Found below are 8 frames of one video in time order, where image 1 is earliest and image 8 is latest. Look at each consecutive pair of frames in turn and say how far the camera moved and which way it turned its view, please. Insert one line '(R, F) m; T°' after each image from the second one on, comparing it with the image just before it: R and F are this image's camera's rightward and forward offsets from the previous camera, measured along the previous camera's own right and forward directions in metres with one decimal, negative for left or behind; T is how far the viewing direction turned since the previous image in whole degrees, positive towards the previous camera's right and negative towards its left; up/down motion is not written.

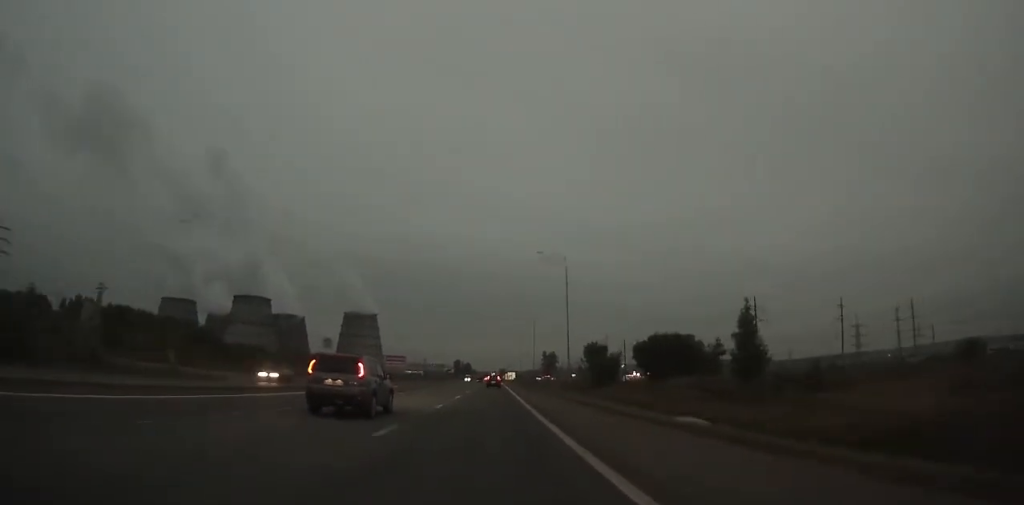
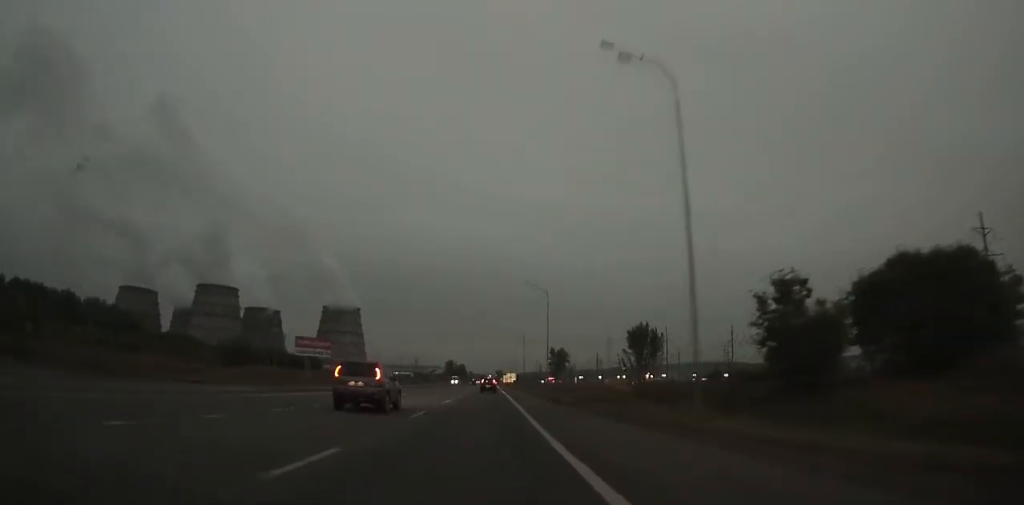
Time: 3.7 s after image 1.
(+0.1, +78.0) m; 0°
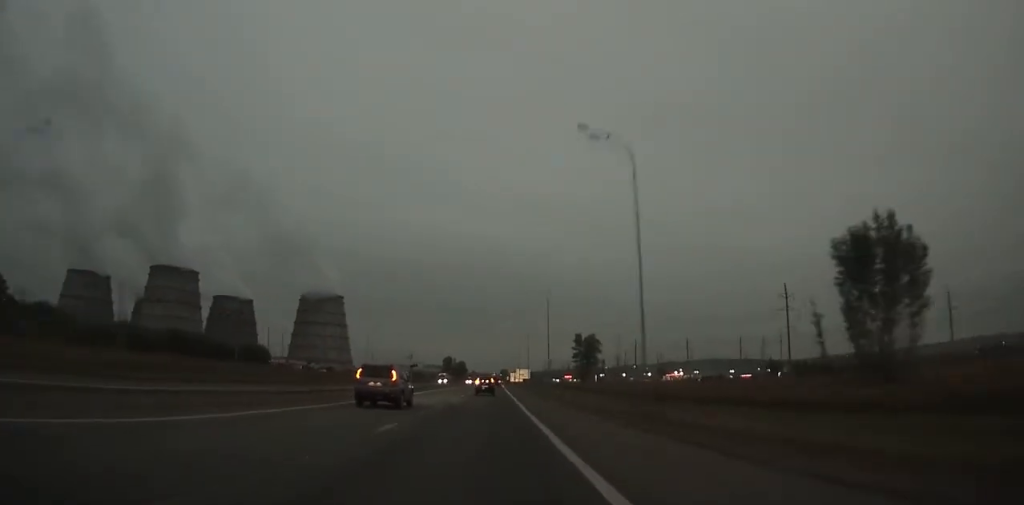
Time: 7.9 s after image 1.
(0.0, +87.1) m; 0°
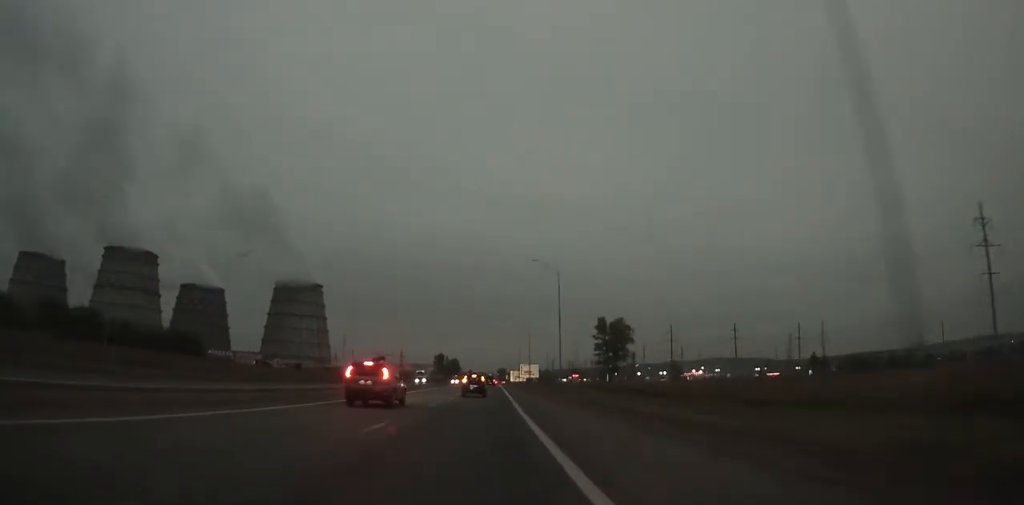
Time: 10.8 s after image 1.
(-0.1, +57.6) m; 0°
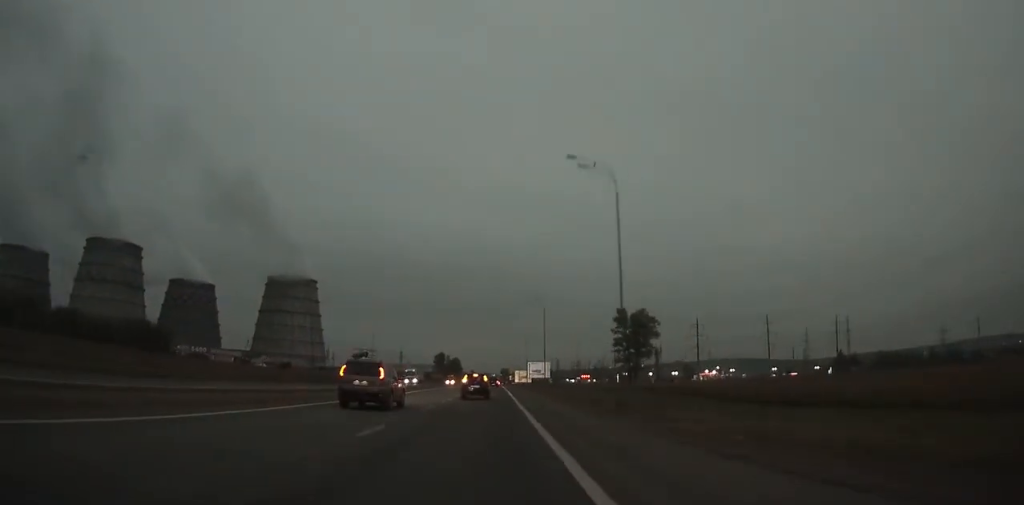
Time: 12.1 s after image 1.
(0.0, +24.6) m; 0°
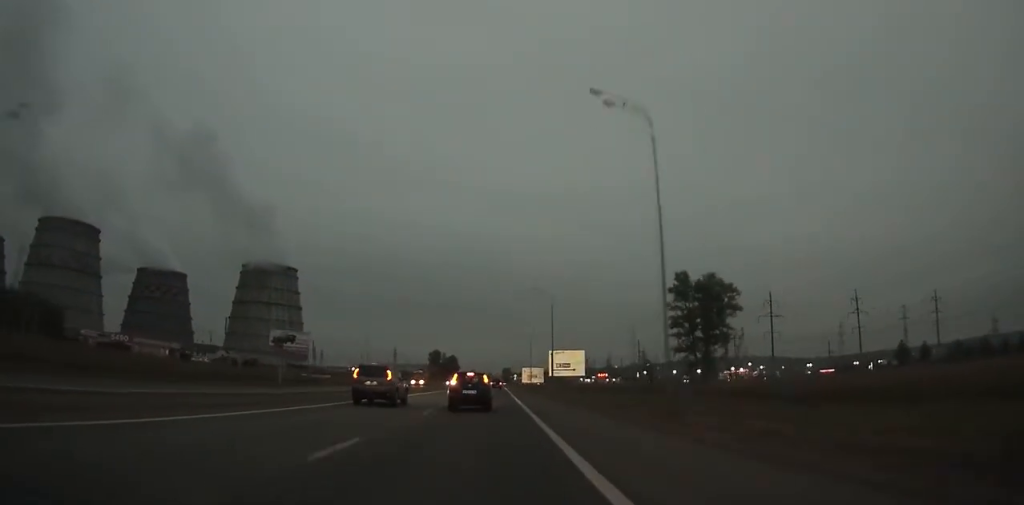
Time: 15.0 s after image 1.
(-0.1, +51.7) m; 0°
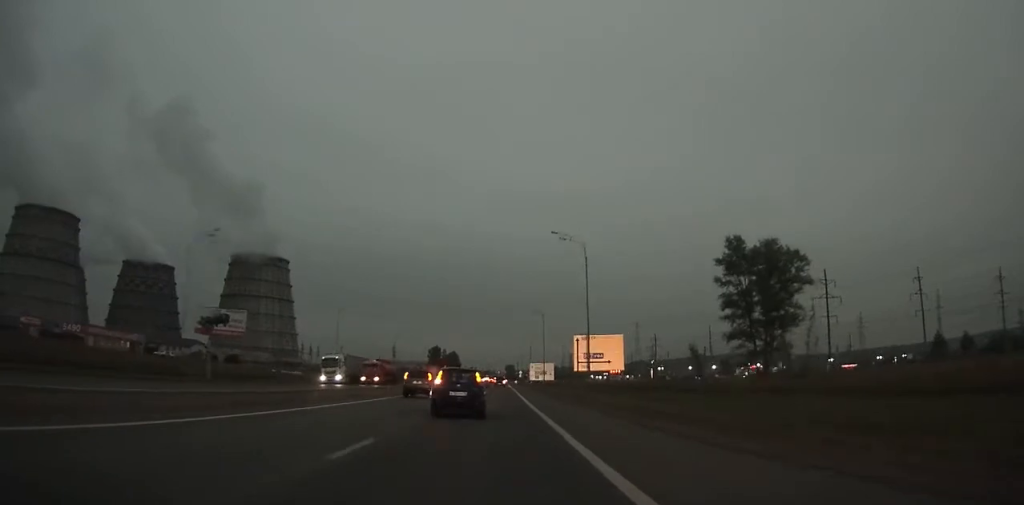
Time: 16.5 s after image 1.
(0.0, +25.5) m; 0°
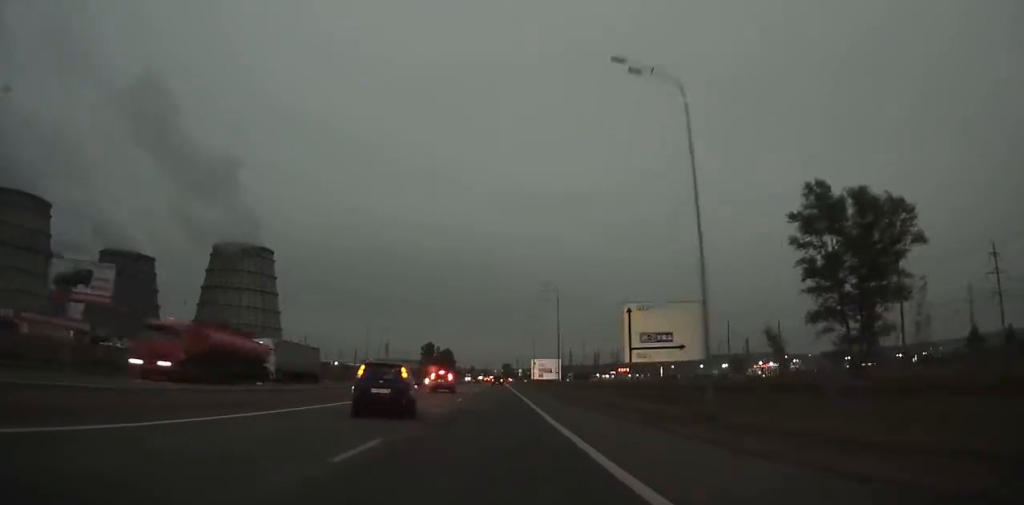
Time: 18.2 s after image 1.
(0.0, +27.4) m; 0°
